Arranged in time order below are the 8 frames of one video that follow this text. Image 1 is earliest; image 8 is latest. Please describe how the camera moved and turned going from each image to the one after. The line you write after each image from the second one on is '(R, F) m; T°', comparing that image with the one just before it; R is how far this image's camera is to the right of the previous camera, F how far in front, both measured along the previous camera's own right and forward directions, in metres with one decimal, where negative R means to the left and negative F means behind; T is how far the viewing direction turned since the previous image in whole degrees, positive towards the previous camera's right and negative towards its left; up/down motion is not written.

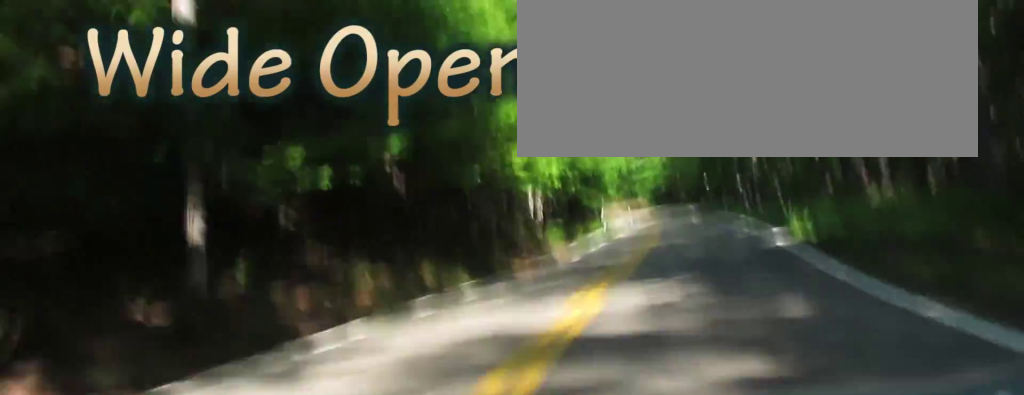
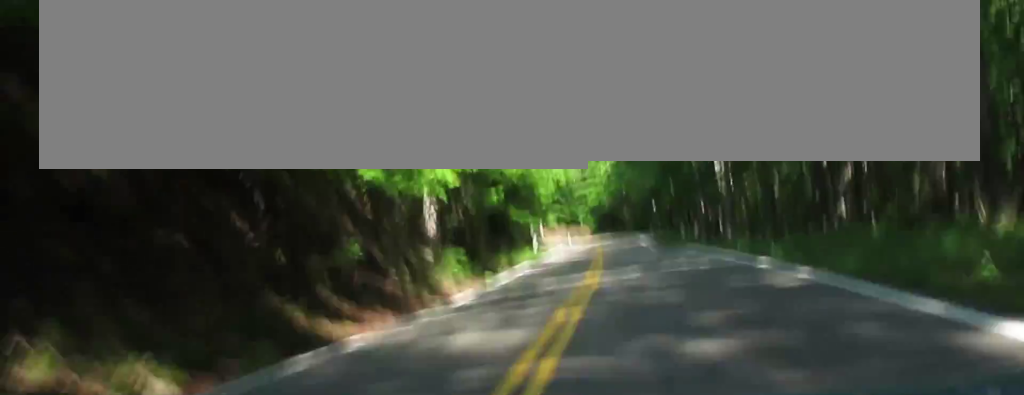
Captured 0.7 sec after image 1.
(+0.2, +19.3) m; 0°
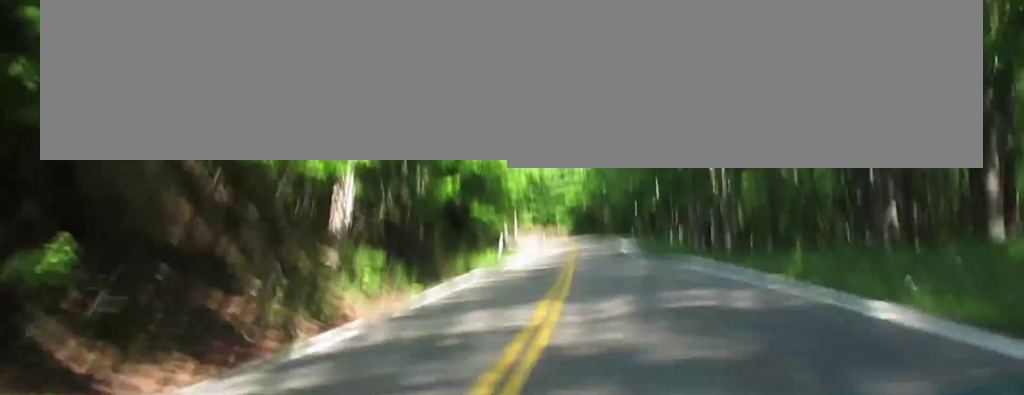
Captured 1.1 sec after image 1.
(-0.1, +11.0) m; -1°
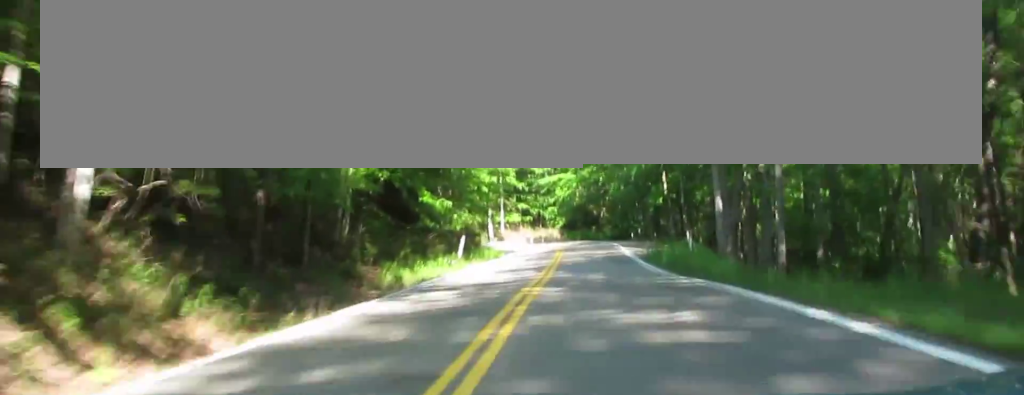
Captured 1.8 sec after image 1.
(-0.3, +16.0) m; -2°
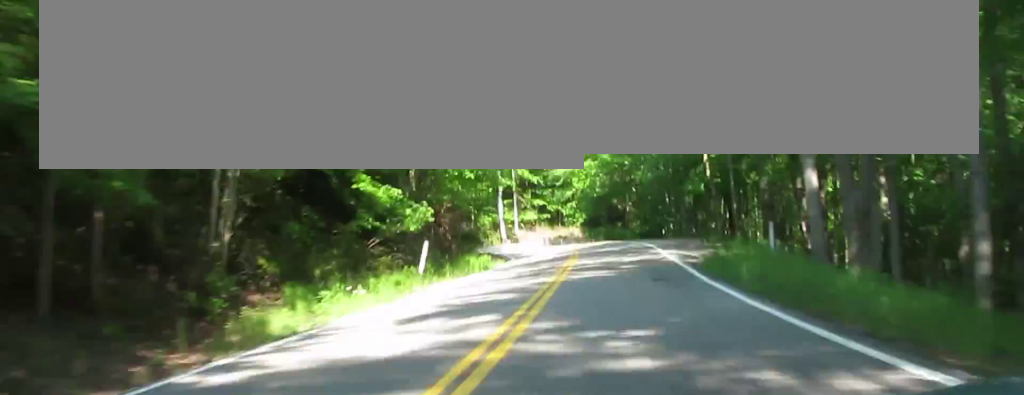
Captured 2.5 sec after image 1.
(-0.4, +14.3) m; -2°
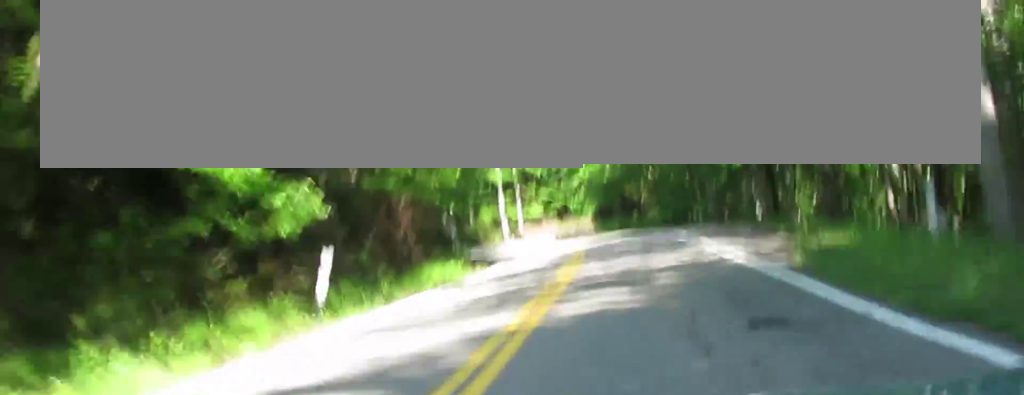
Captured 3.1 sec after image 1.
(-0.1, +8.9) m; 0°
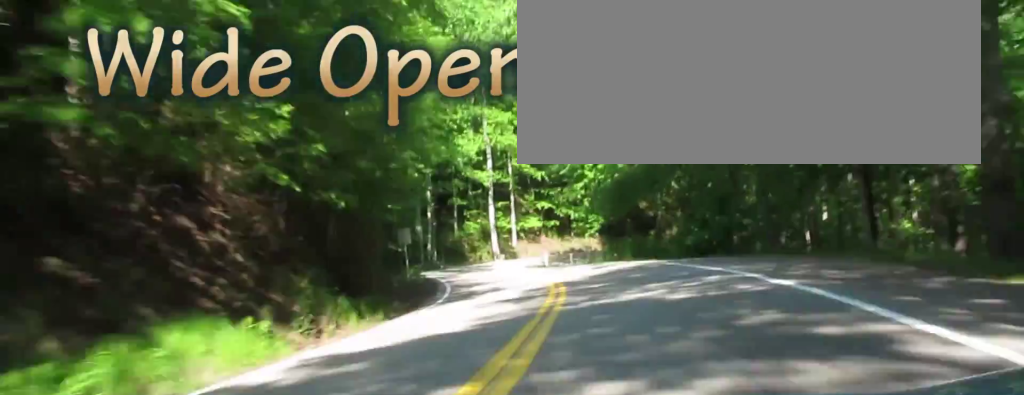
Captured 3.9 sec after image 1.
(0.0, +12.1) m; 0°
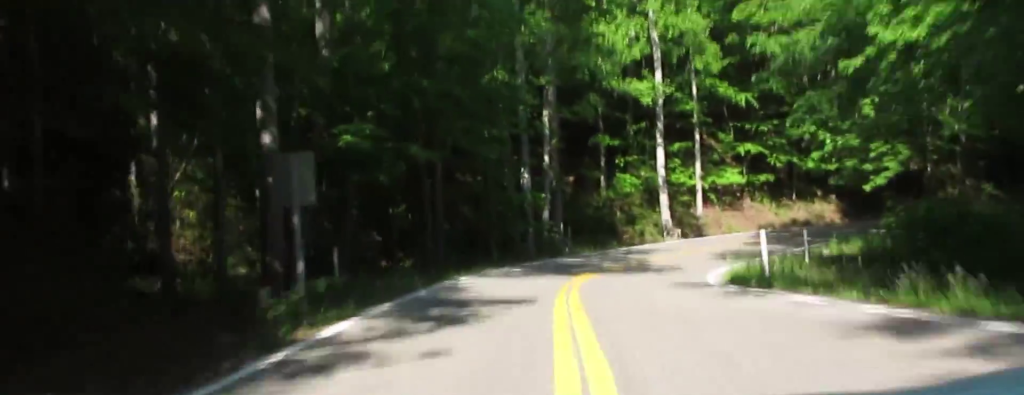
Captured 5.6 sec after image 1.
(+0.4, +22.2) m; +4°
